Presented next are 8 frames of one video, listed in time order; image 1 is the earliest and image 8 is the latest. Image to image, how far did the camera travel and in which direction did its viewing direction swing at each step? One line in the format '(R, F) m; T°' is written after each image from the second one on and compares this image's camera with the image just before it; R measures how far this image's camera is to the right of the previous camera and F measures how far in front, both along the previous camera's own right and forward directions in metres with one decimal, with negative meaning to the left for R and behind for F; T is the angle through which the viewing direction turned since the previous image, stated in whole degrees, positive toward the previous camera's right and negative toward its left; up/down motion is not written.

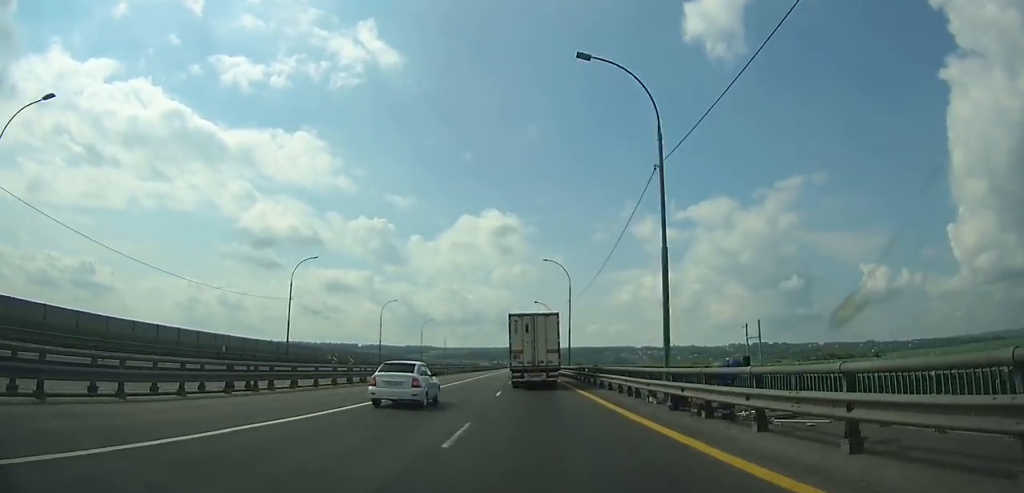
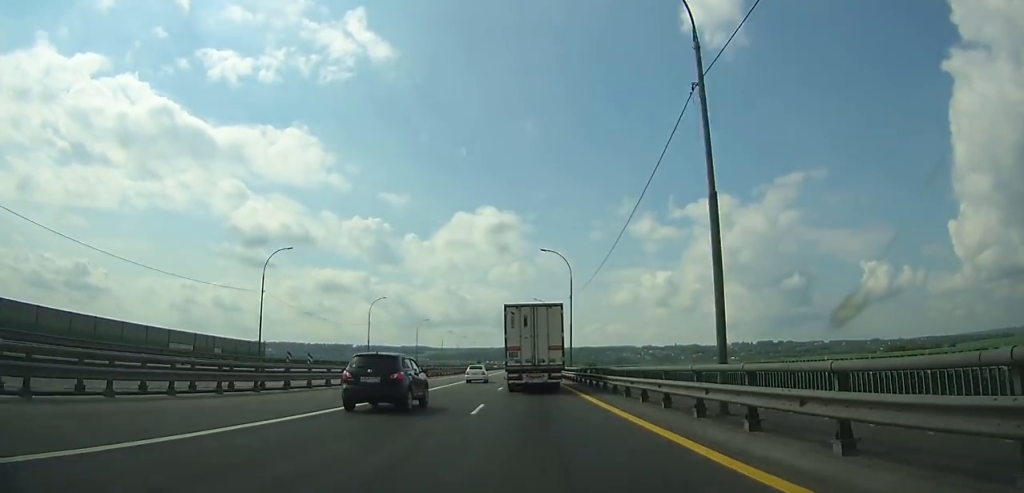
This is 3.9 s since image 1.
(+0.1, +92.7) m; 0°
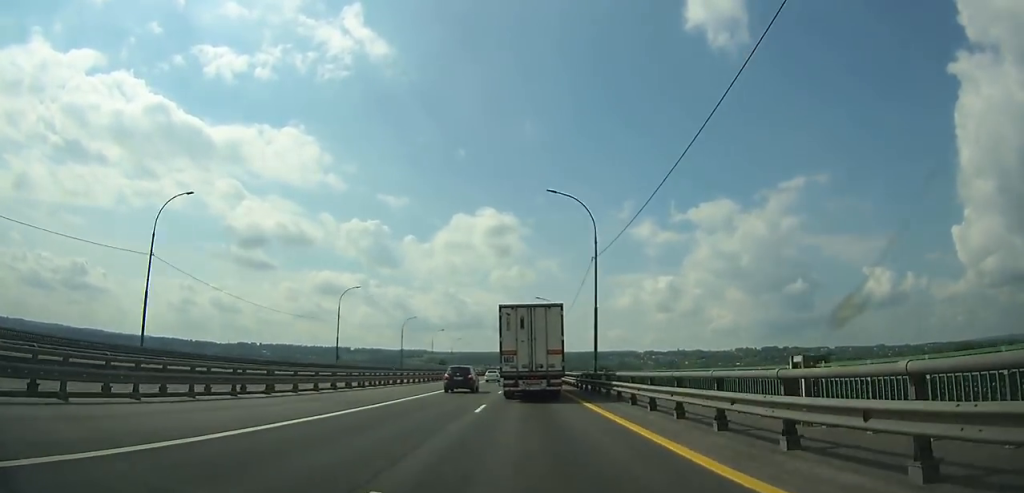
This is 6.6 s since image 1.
(-0.1, +63.0) m; 0°
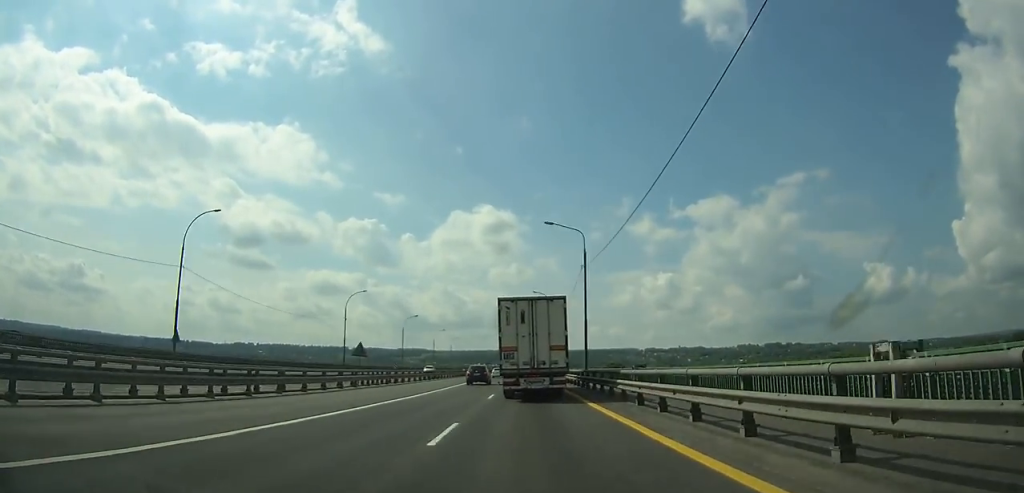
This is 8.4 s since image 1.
(0.0, +41.0) m; 0°
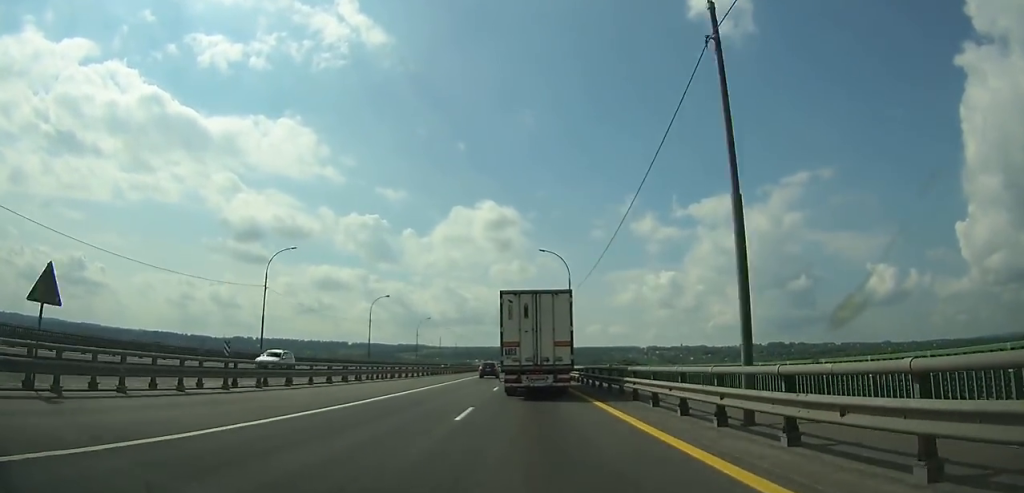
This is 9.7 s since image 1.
(0.0, +29.3) m; 0°
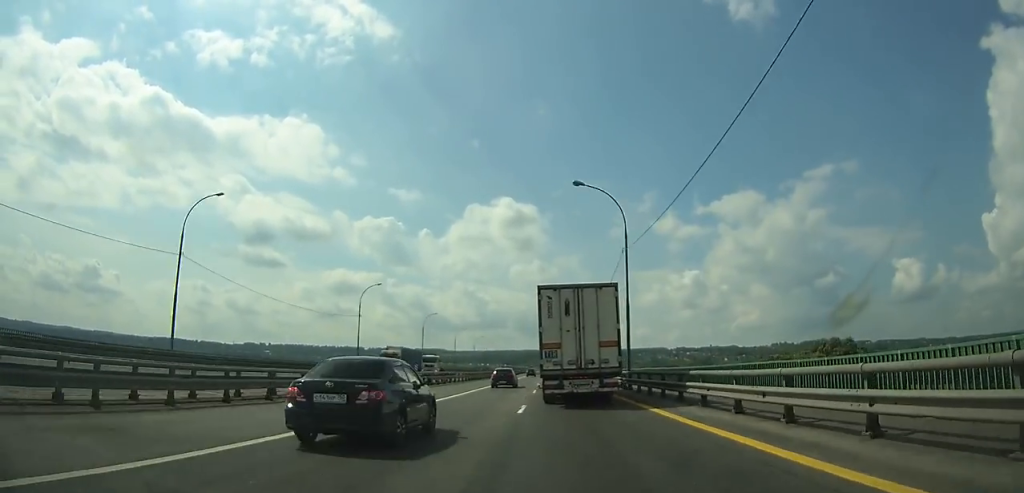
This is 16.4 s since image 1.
(-1.6, +148.8) m; -2°
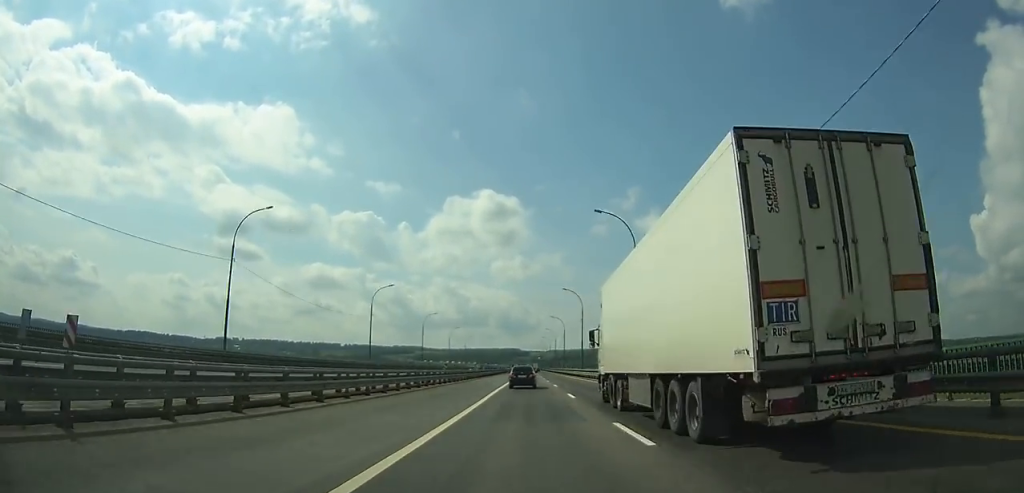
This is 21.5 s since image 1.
(+0.2, +120.7) m; +1°
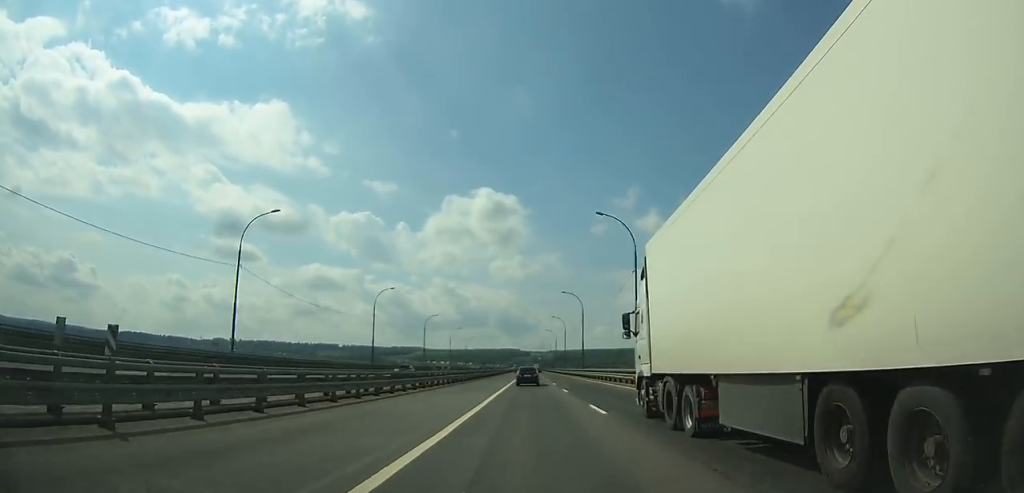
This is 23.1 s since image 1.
(+0.2, +39.9) m; 0°
